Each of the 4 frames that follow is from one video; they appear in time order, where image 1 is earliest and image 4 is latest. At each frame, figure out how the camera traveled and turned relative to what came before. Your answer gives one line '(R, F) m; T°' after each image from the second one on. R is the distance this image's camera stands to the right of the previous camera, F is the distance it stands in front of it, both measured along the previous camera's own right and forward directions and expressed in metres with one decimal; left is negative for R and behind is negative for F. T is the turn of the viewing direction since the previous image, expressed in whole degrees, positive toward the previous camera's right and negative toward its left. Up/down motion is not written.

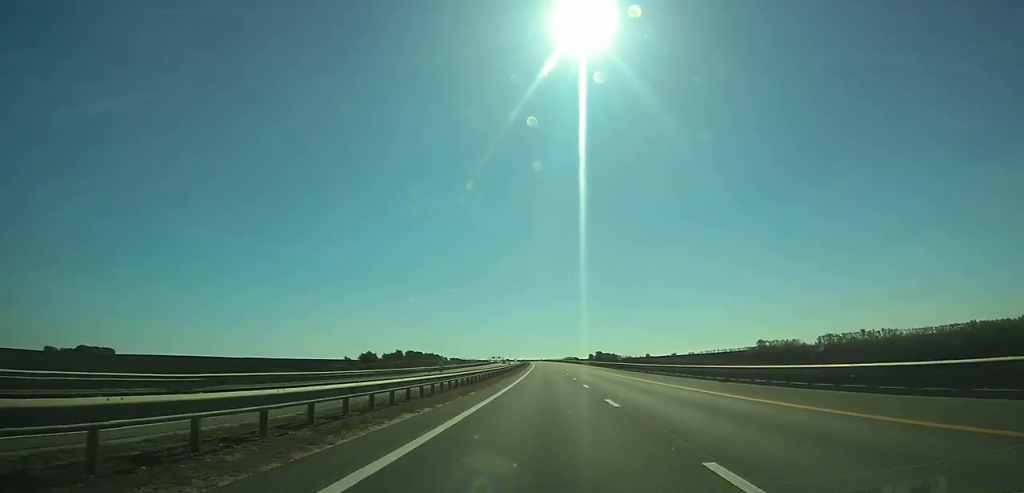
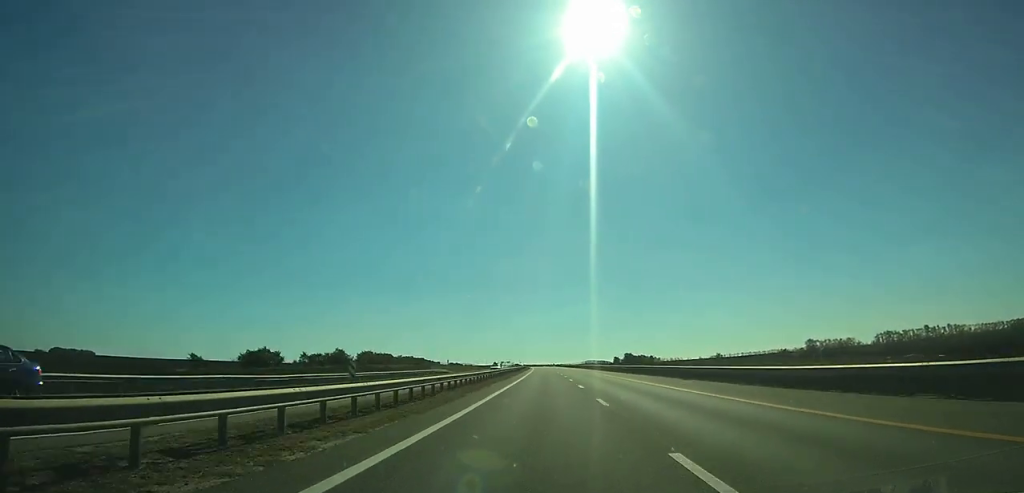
(-1.3, +106.4) m; -1°
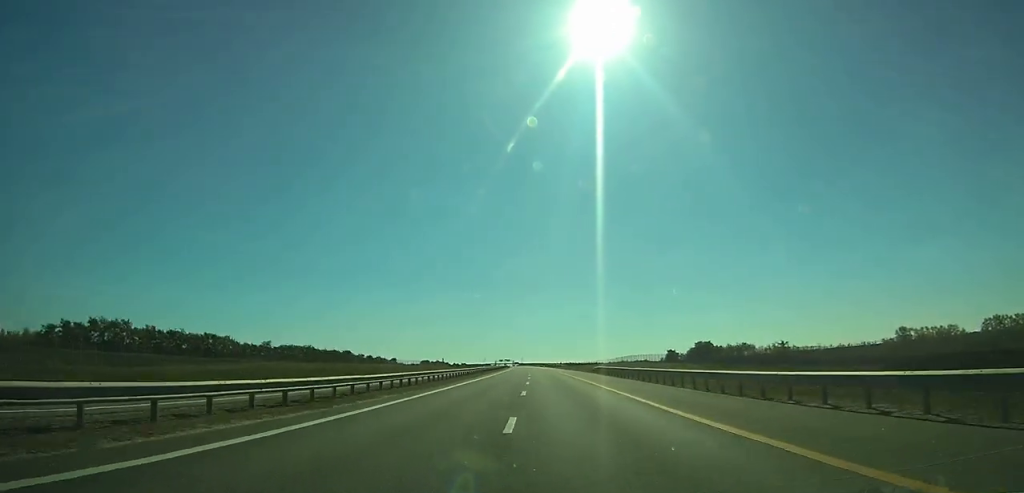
(-1.2, +162.8) m; -1°
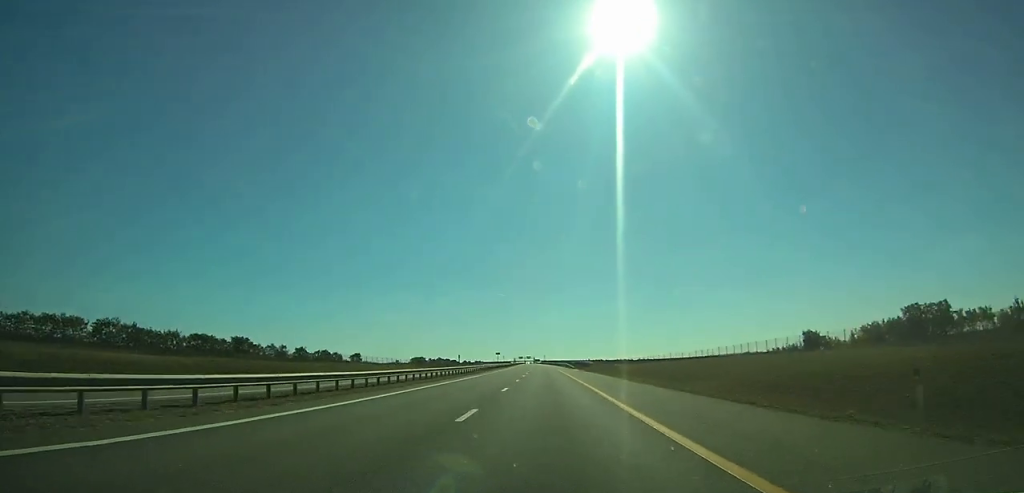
(-1.7, +106.4) m; -2°
